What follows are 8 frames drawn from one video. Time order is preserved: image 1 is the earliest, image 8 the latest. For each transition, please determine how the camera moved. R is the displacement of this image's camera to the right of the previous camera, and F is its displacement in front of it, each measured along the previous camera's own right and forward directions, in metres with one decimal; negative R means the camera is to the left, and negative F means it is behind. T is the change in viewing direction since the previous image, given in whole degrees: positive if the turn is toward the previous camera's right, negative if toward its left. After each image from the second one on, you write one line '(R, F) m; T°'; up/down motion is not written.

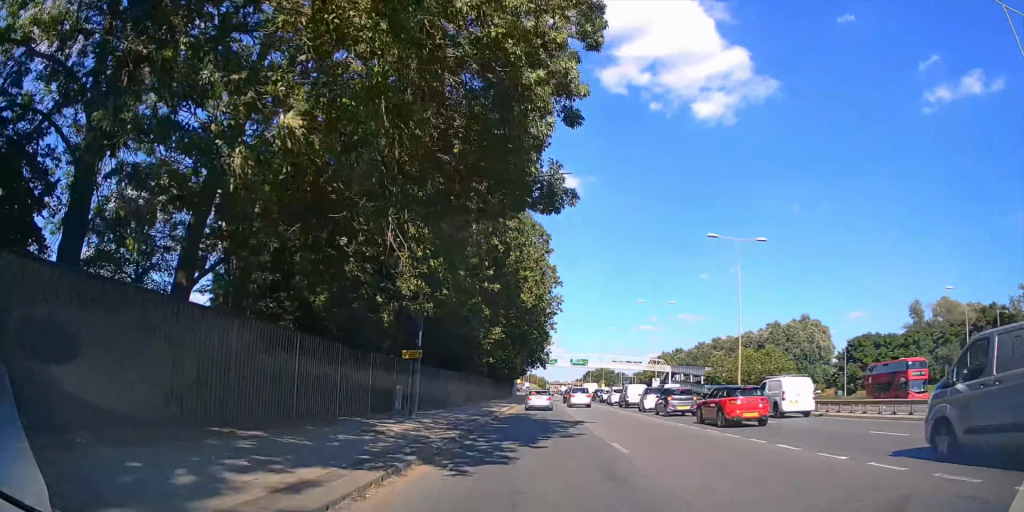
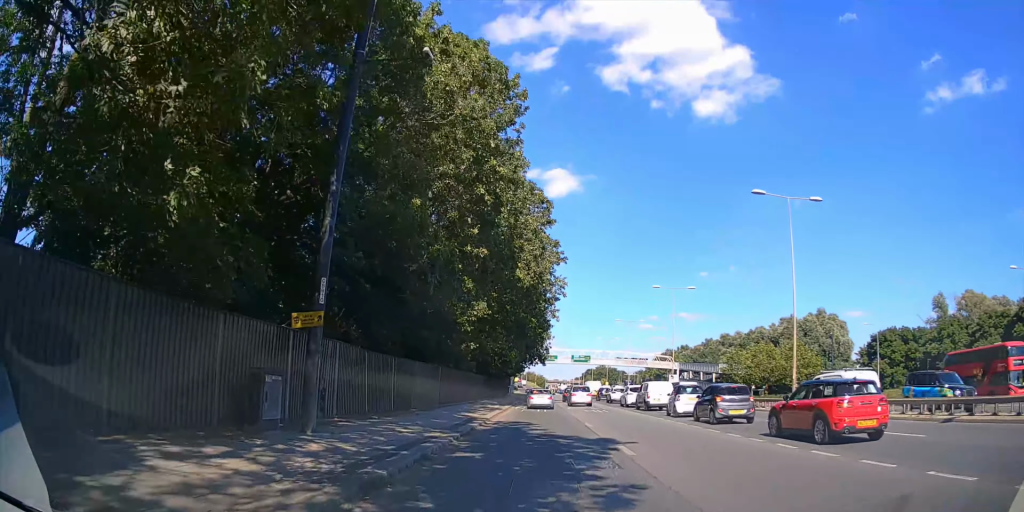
(0.0, +10.0) m; 0°
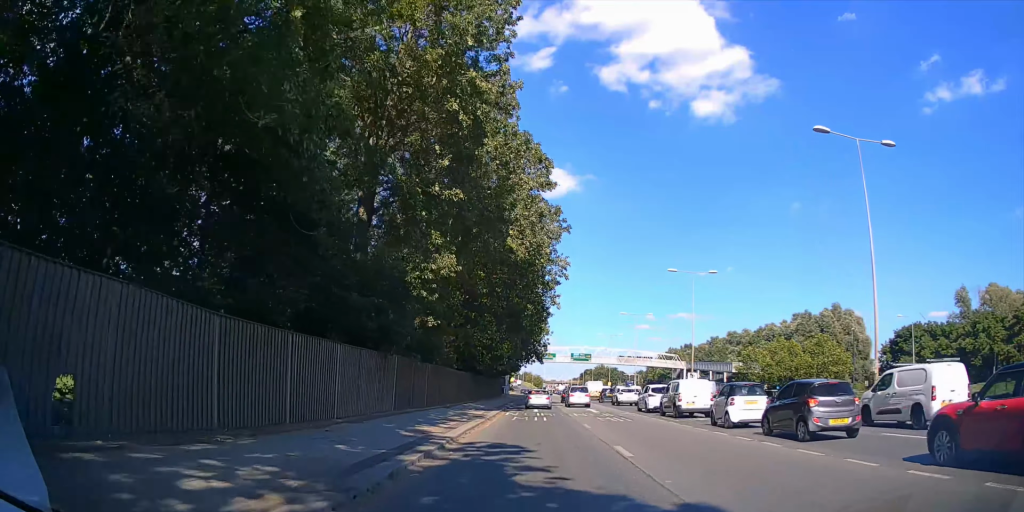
(0.0, +8.9) m; 0°
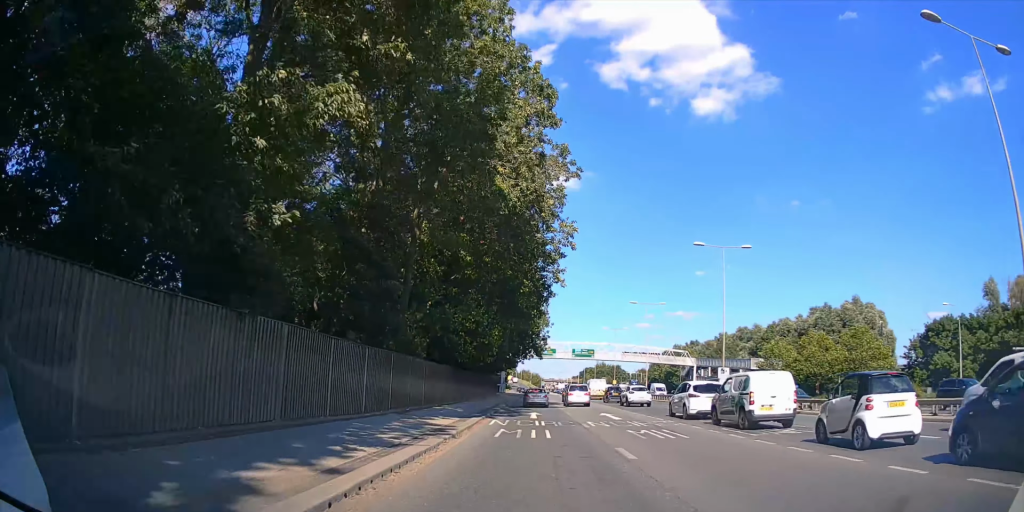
(0.0, +9.1) m; 0°
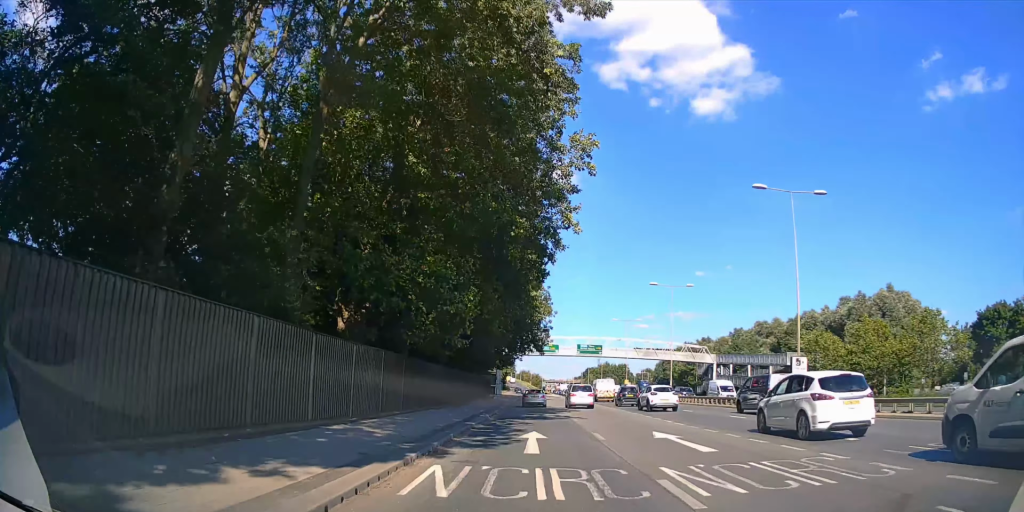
(+0.1, +13.5) m; +1°
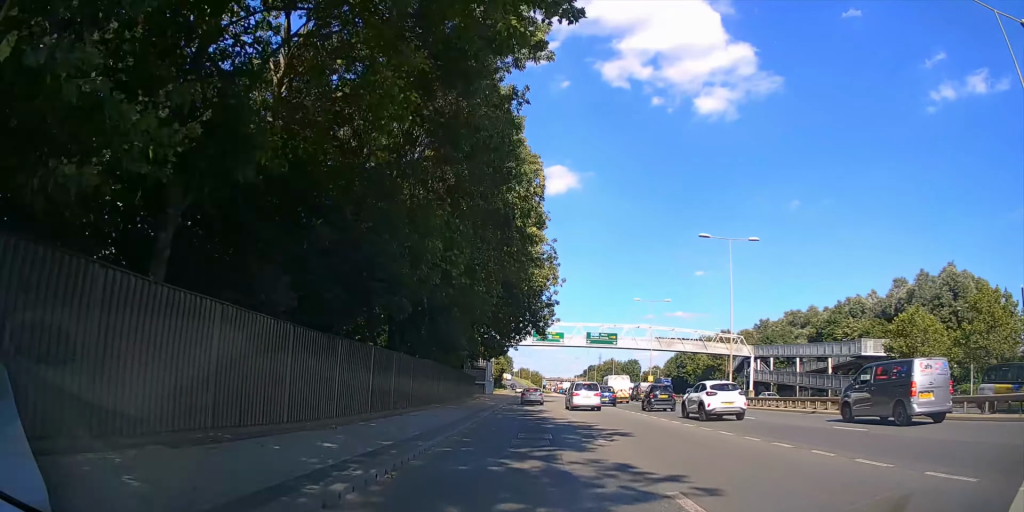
(+0.1, +18.3) m; +1°
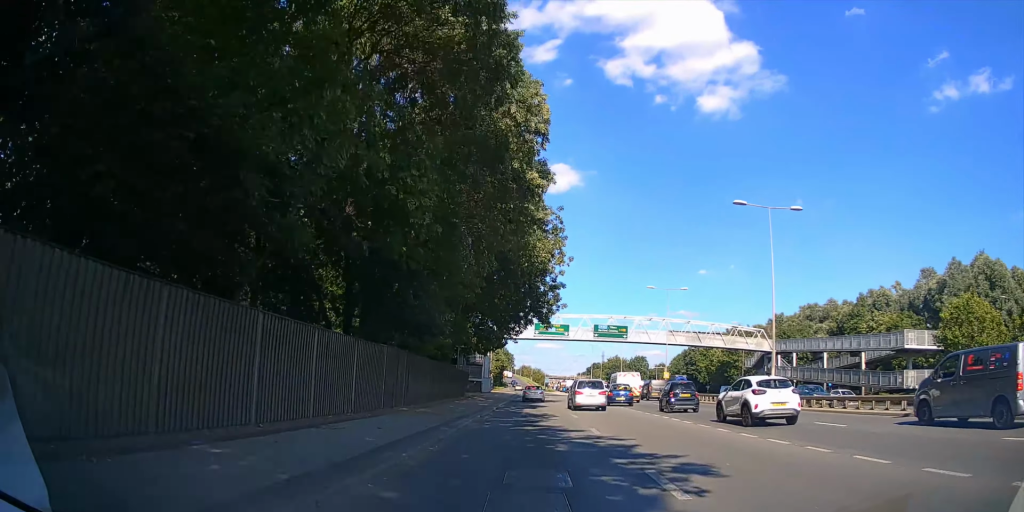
(+0.1, +8.7) m; -2°
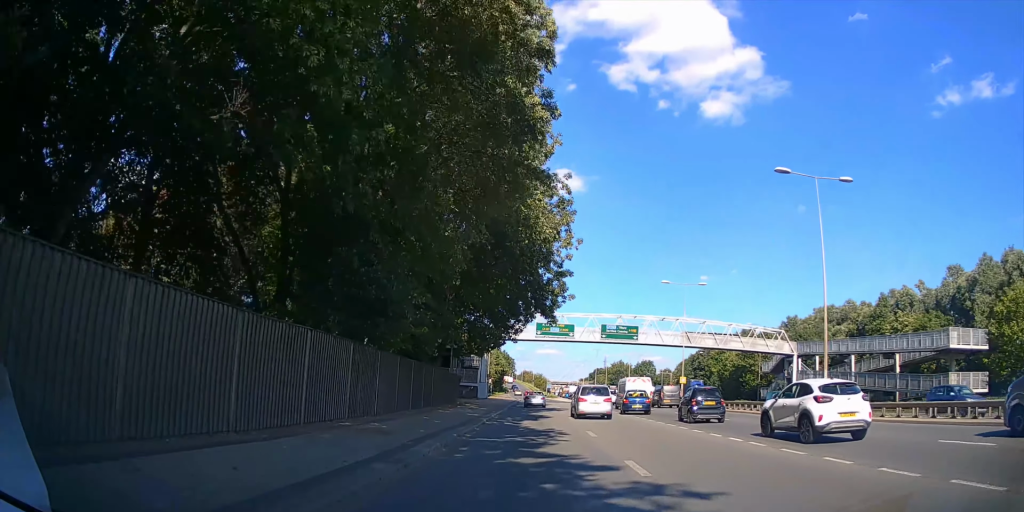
(0.0, +6.8) m; -1°
